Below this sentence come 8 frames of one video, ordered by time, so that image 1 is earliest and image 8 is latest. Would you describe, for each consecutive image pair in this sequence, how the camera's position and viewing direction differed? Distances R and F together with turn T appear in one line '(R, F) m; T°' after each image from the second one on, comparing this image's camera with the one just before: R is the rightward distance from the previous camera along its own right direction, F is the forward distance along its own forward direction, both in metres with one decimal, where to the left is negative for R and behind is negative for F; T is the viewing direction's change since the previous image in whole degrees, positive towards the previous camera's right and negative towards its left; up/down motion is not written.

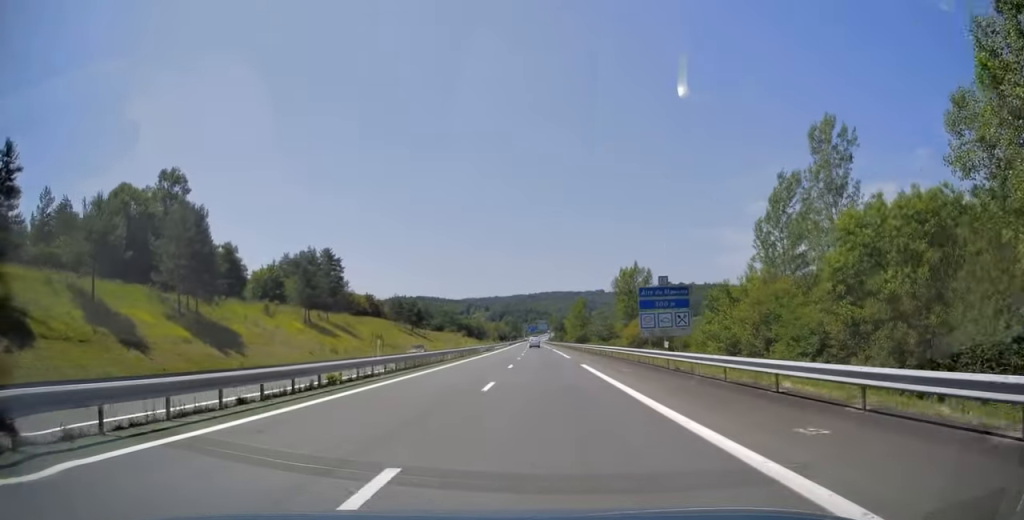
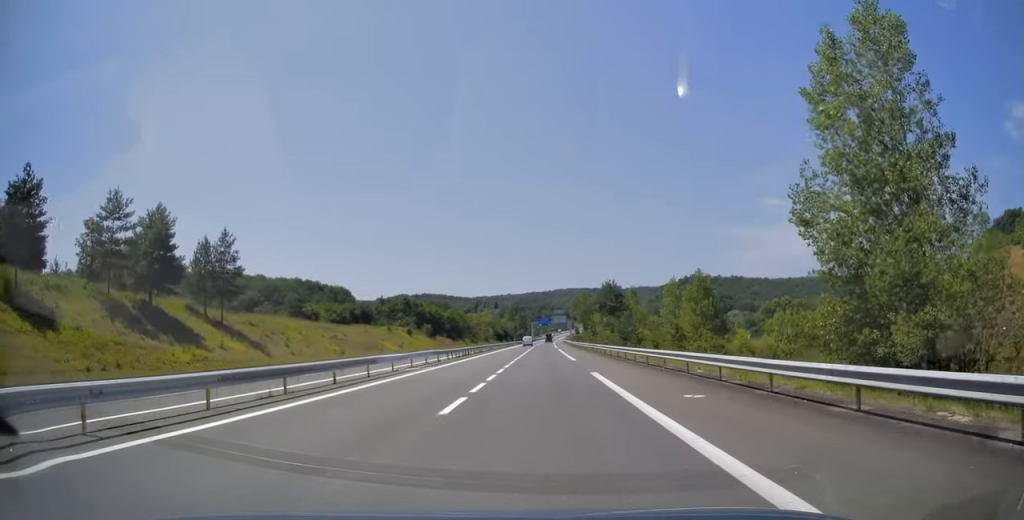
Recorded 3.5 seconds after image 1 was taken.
(-1.0, +111.8) m; -1°
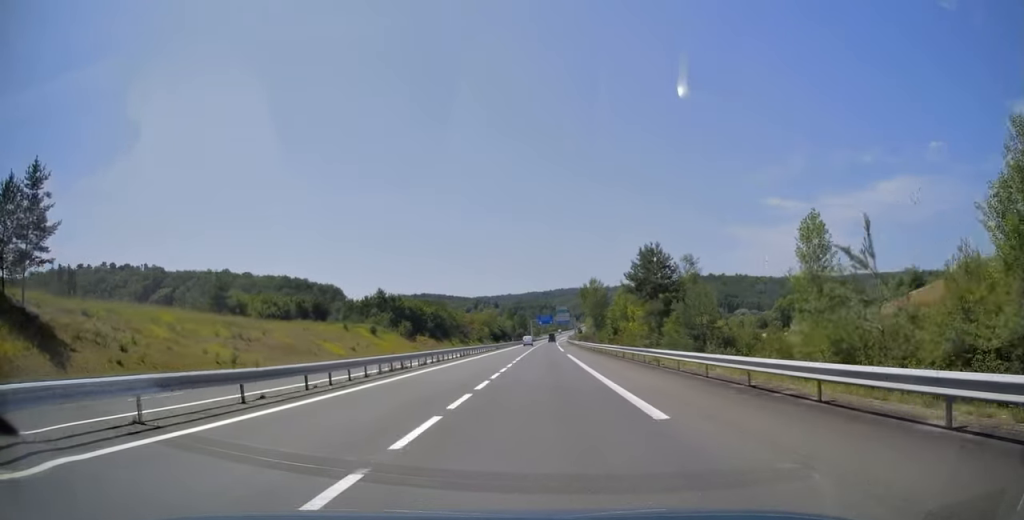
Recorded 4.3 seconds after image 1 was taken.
(+0.1, +26.3) m; 0°
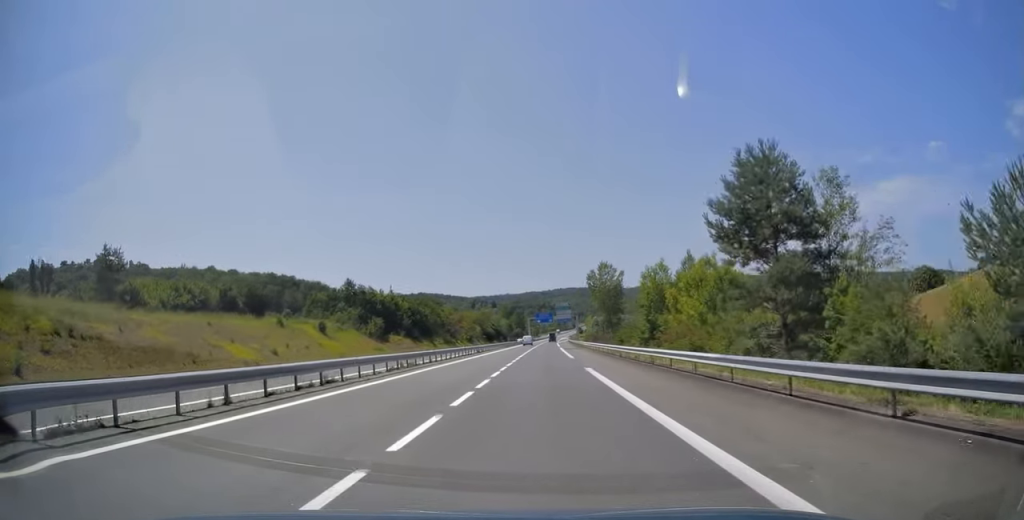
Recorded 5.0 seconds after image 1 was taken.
(0.0, +22.6) m; 0°
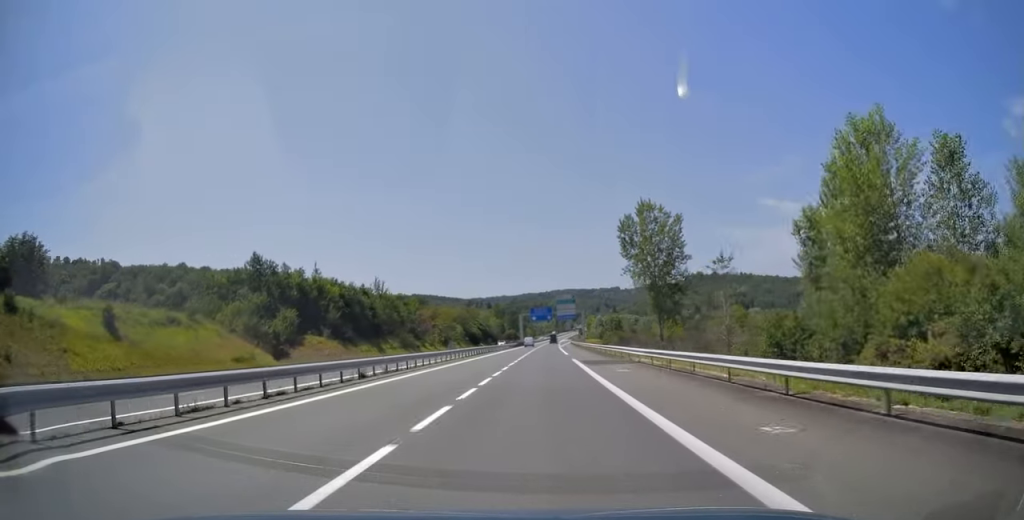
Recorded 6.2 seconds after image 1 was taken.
(-0.3, +39.8) m; 0°
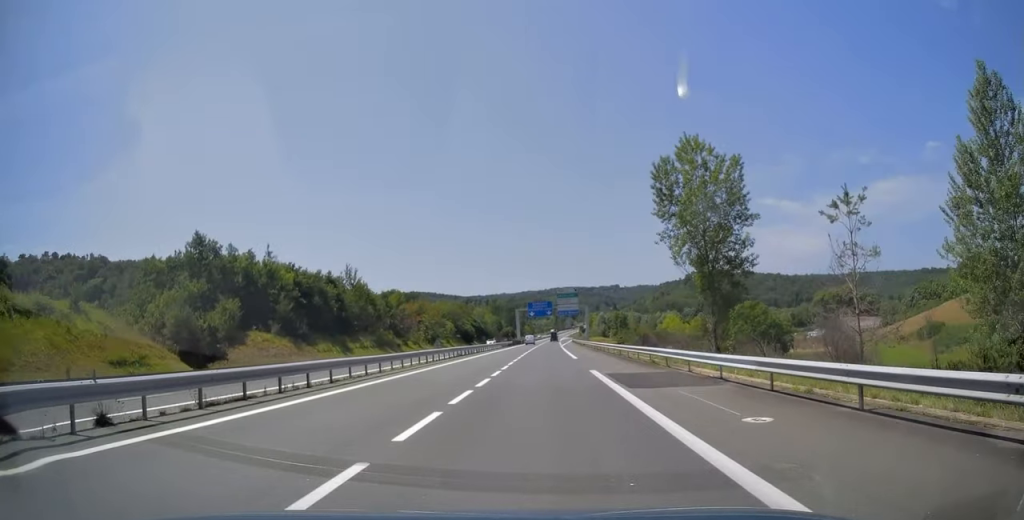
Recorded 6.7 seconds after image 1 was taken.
(-0.1, +15.1) m; 0°
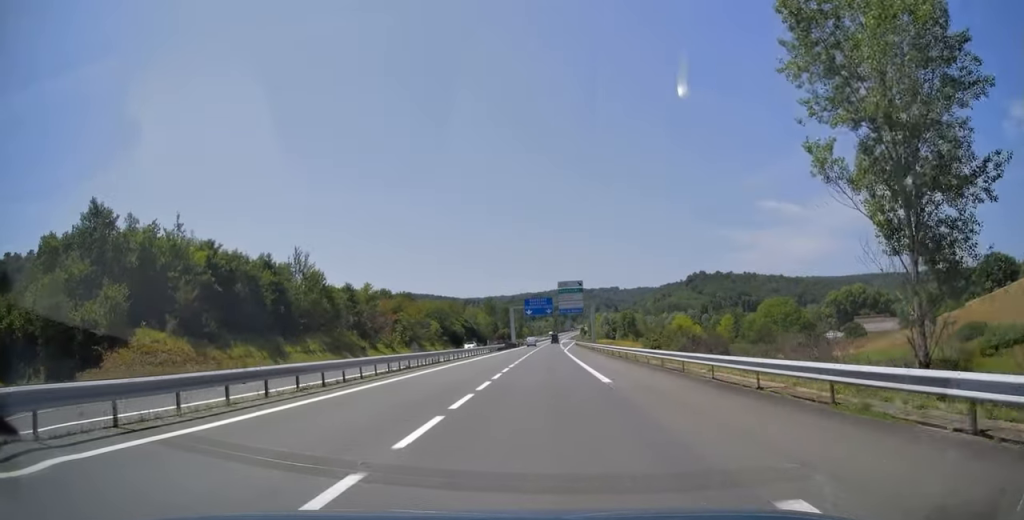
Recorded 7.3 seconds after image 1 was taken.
(+0.2, +18.8) m; 0°
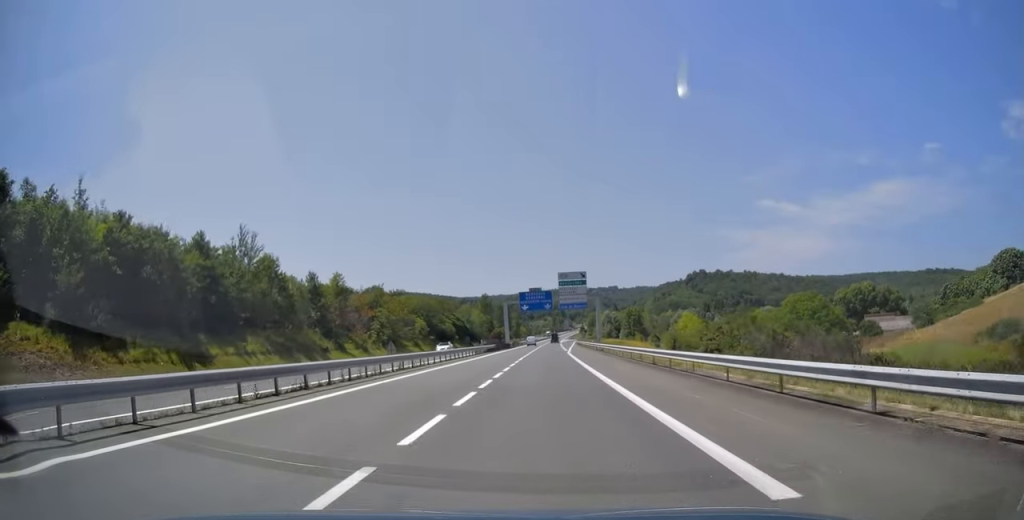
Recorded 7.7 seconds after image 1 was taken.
(+0.2, +13.5) m; 0°
